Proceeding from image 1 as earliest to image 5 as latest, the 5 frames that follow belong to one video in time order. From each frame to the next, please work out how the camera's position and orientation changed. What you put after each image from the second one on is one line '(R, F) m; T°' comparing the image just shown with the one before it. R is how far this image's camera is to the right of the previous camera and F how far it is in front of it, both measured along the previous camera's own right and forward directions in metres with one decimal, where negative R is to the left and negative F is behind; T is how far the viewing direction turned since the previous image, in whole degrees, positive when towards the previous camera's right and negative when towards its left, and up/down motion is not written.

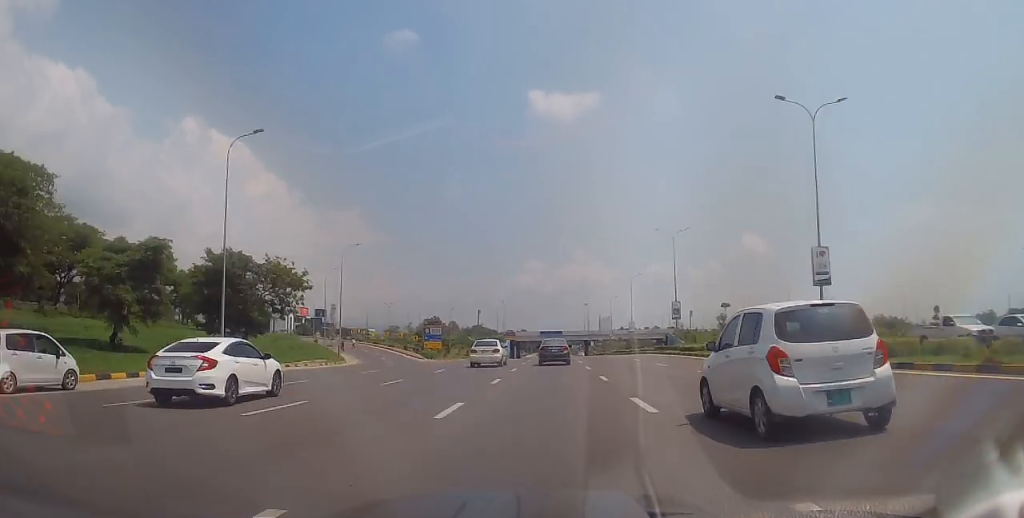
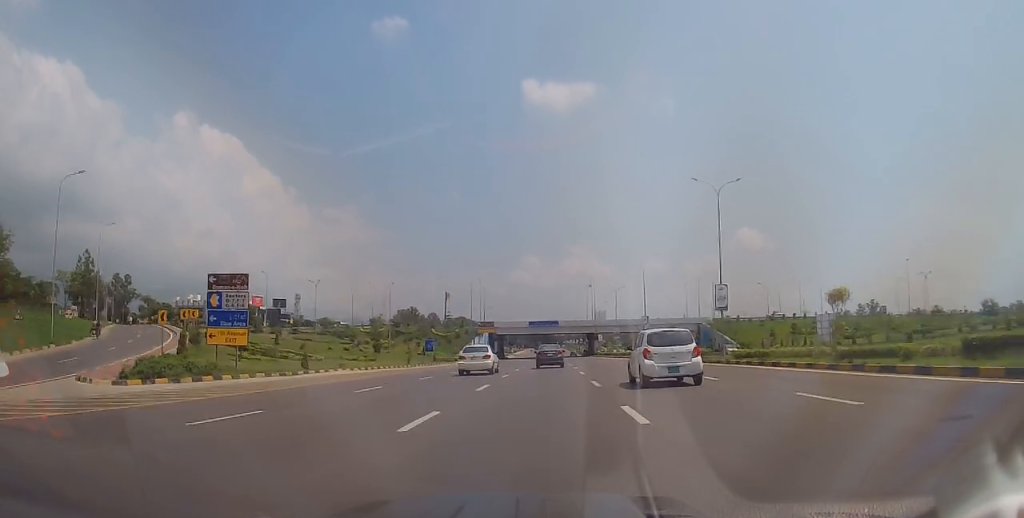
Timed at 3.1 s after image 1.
(+0.1, +55.1) m; 0°
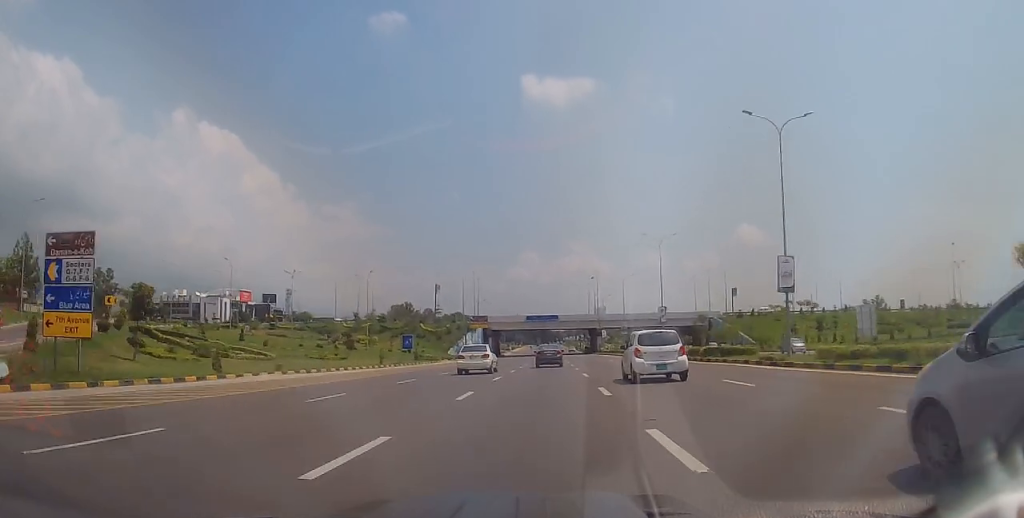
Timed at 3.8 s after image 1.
(0.0, +12.6) m; 0°
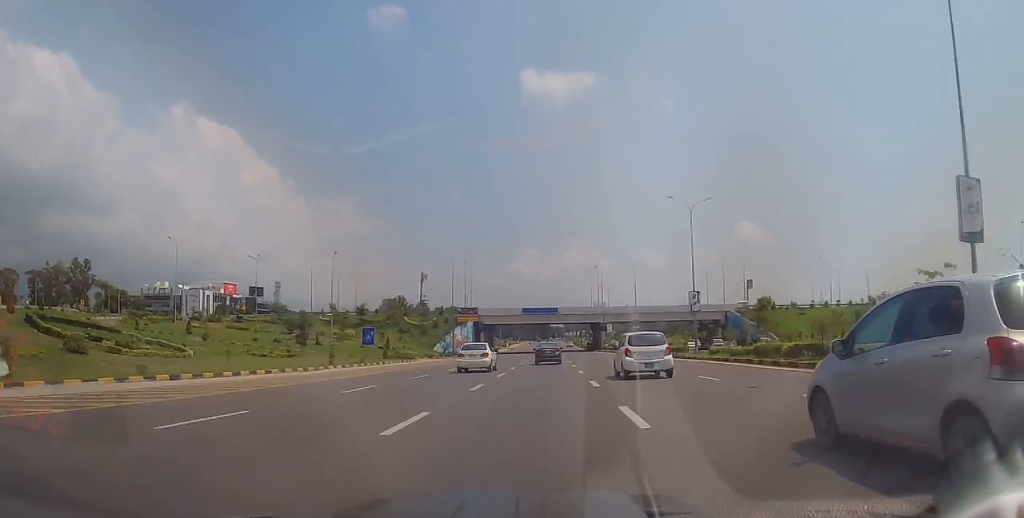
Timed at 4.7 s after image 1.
(+0.1, +15.3) m; 0°
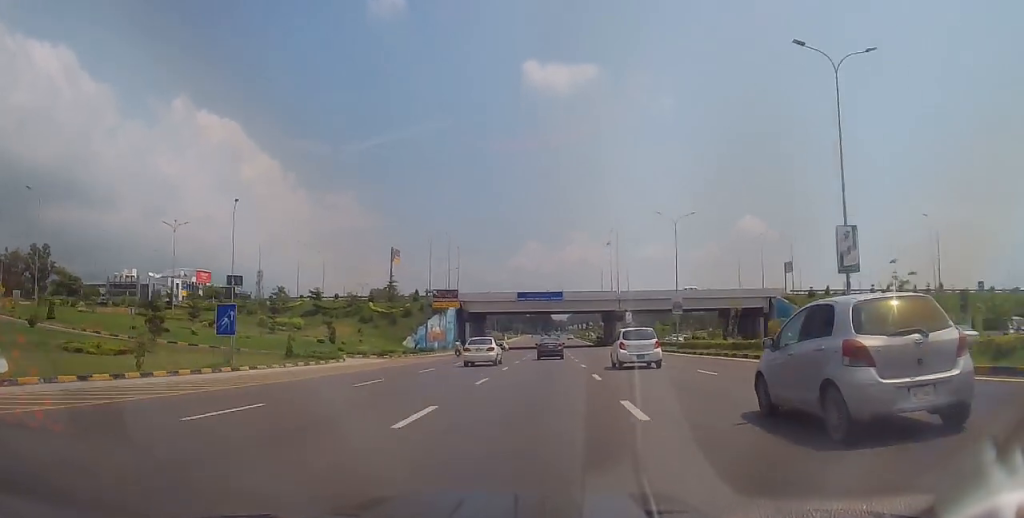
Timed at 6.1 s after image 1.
(-0.5, +26.8) m; -1°
